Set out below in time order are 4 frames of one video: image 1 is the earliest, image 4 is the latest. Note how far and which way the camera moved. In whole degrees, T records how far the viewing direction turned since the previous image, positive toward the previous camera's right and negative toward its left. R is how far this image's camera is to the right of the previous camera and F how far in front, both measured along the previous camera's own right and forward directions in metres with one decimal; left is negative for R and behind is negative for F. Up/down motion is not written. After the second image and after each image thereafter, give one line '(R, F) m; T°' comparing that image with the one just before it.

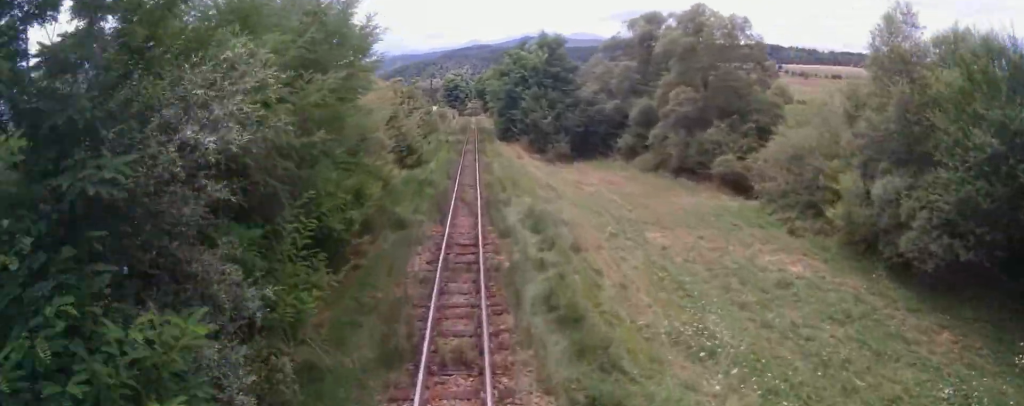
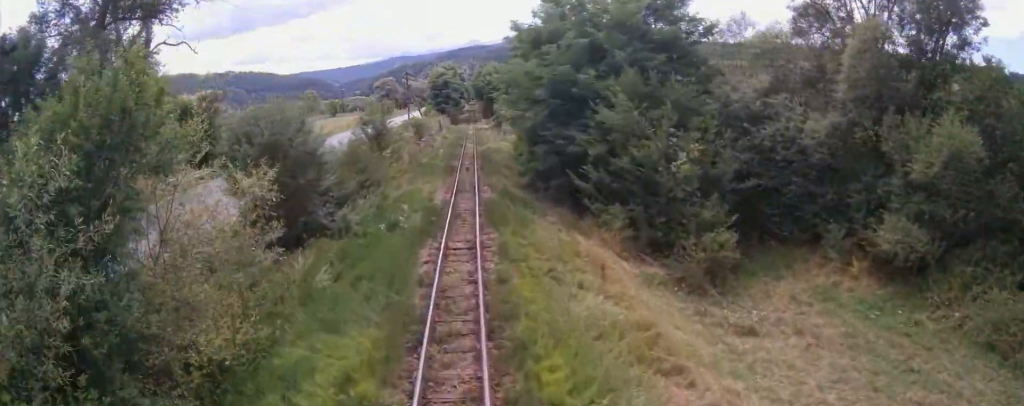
(+1.3, +29.5) m; +4°
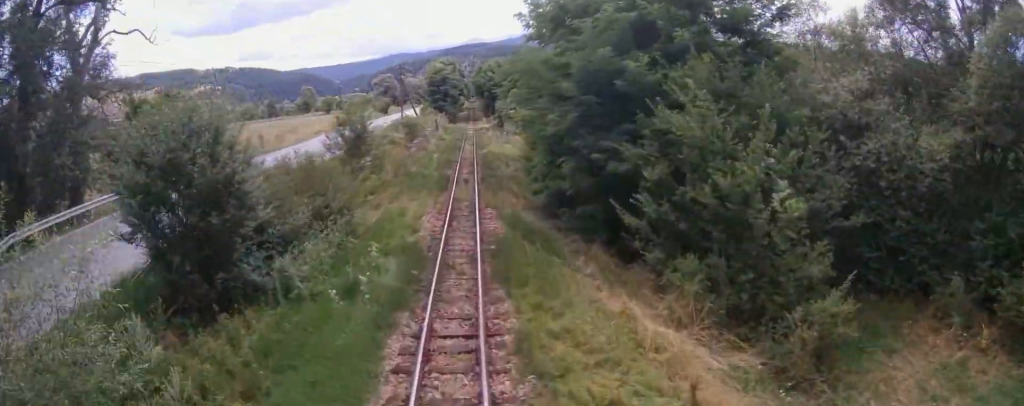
(0.0, +5.5) m; +2°
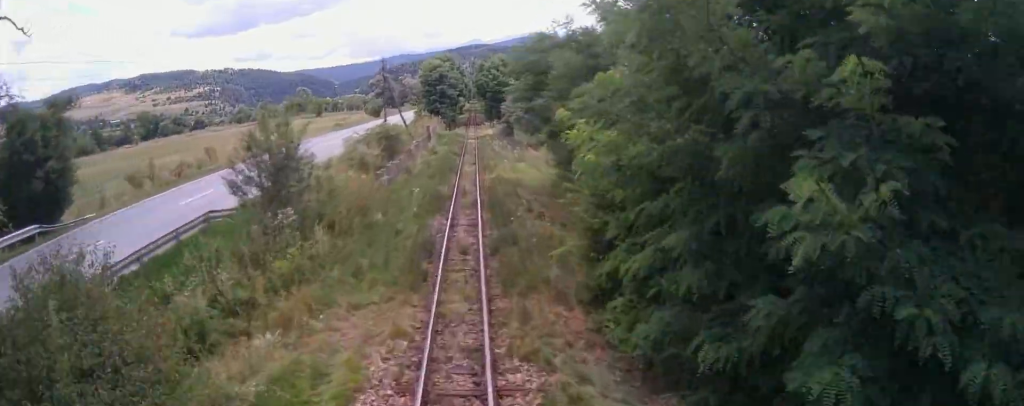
(+0.4, +10.4) m; -1°
